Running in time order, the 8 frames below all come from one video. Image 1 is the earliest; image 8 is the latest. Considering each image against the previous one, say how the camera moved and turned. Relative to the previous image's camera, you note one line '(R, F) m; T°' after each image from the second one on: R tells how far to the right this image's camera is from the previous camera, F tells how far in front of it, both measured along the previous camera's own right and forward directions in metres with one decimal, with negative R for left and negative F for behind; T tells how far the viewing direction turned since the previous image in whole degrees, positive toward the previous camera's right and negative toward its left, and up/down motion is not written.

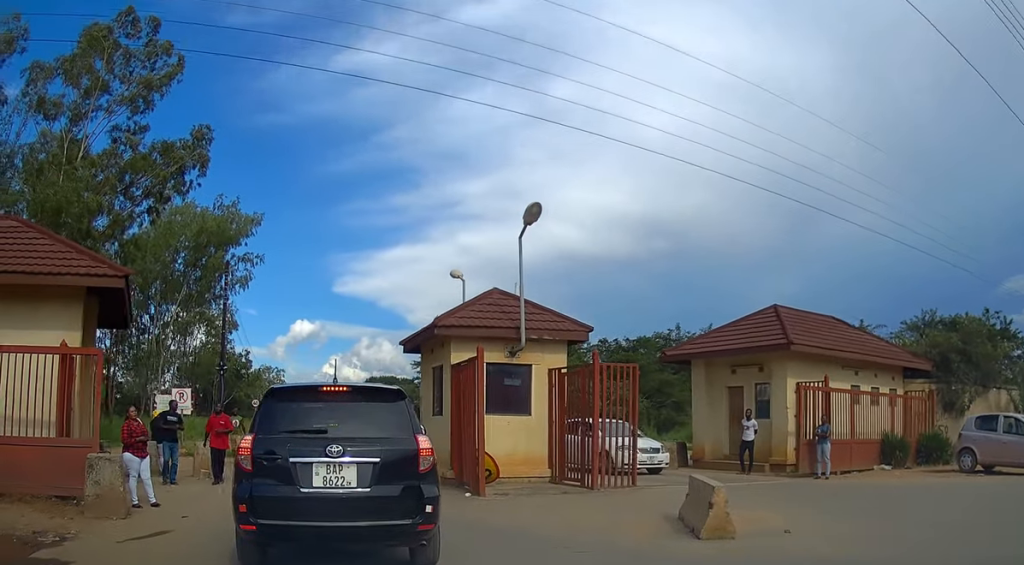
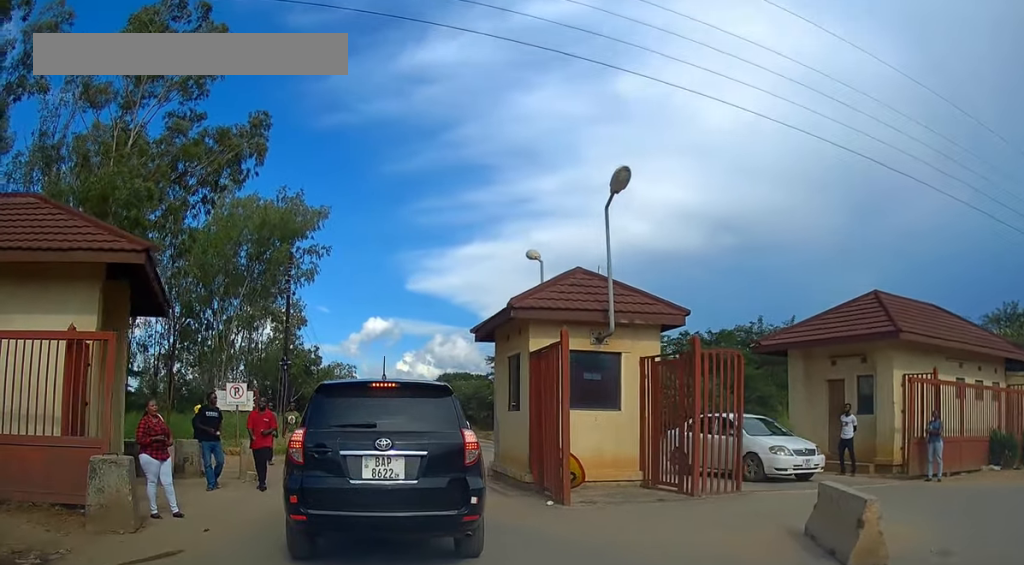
(-0.1, +1.7) m; -6°
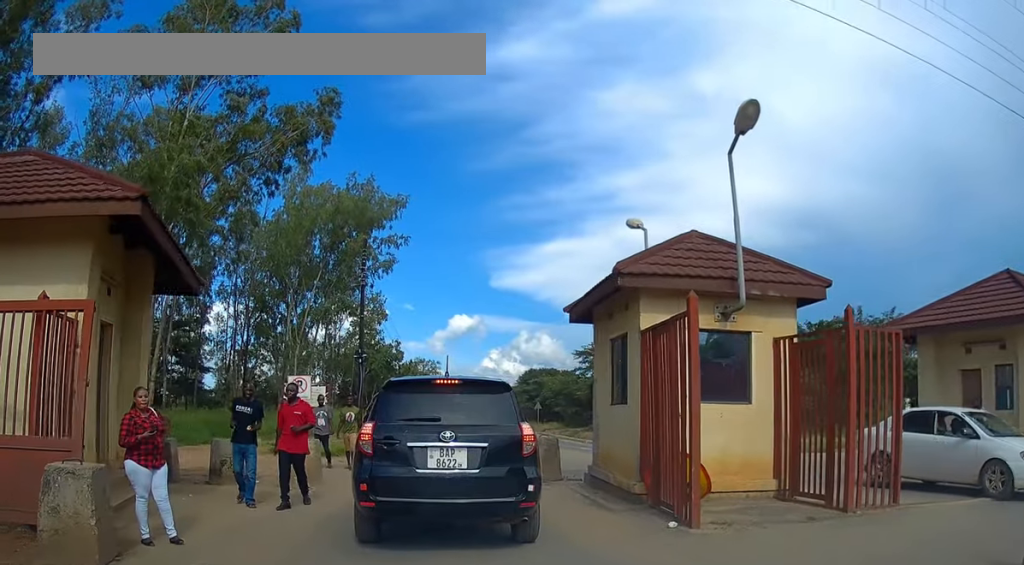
(-0.2, +2.5) m; -7°
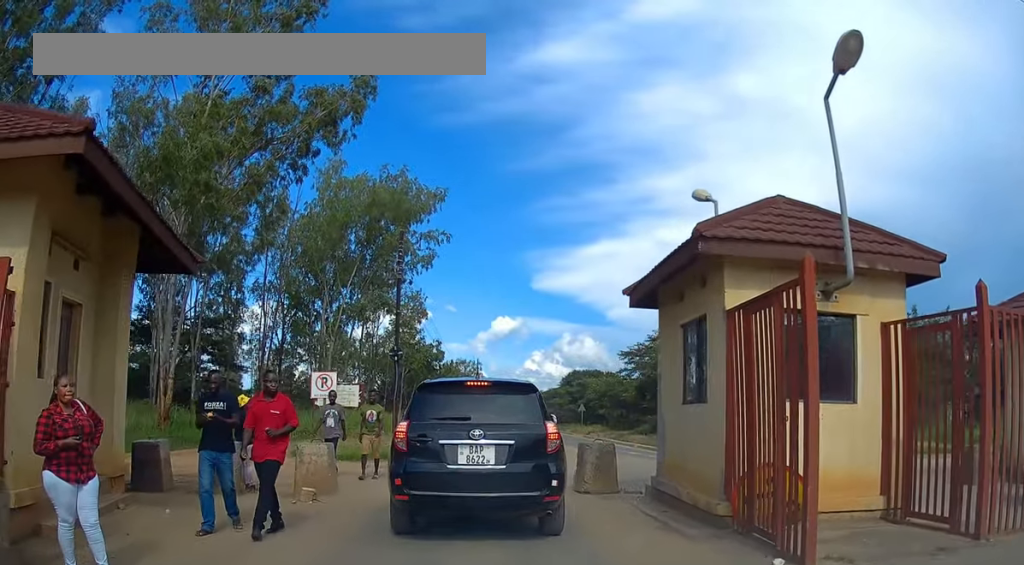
(-0.1, +2.0) m; -2°
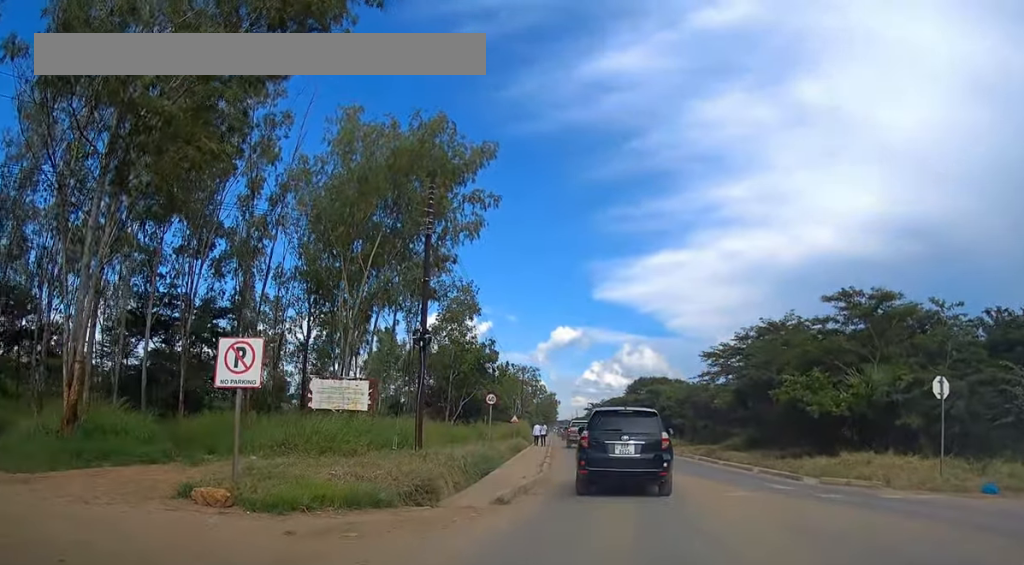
(-0.7, +10.0) m; -3°
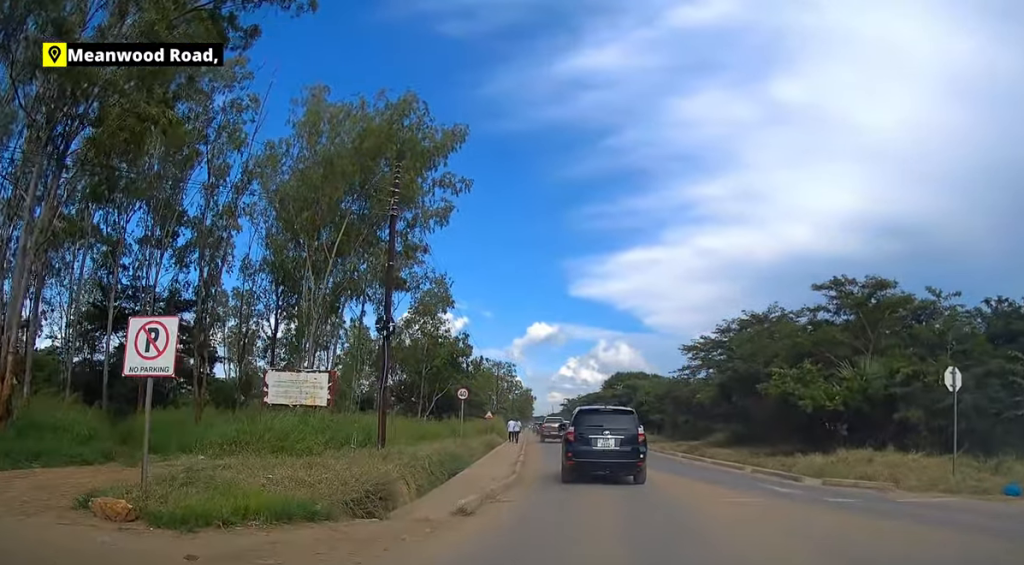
(0.0, +1.8) m; +2°
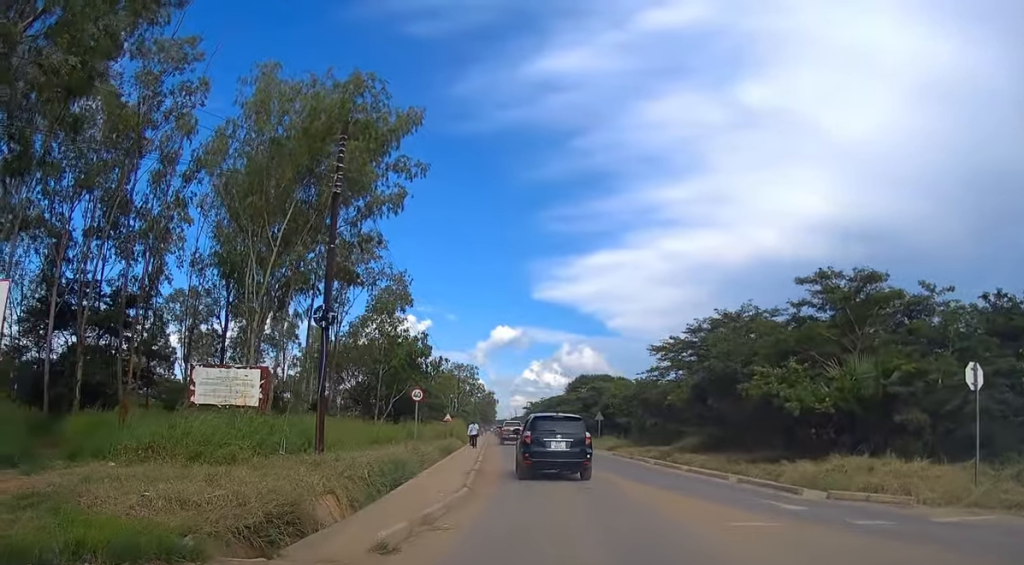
(+0.1, +2.6) m; +2°
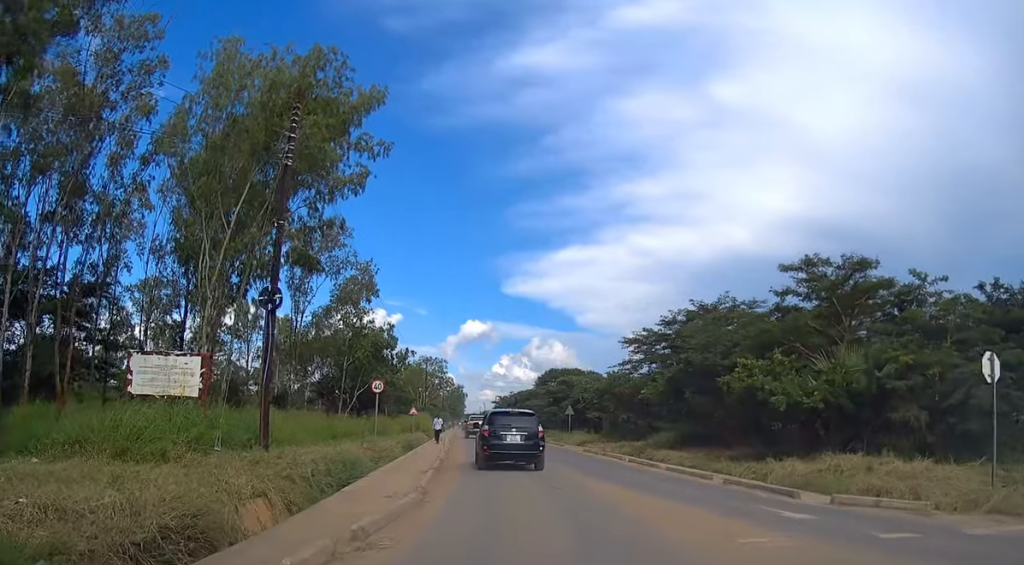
(0.0, +1.7) m; +1°
